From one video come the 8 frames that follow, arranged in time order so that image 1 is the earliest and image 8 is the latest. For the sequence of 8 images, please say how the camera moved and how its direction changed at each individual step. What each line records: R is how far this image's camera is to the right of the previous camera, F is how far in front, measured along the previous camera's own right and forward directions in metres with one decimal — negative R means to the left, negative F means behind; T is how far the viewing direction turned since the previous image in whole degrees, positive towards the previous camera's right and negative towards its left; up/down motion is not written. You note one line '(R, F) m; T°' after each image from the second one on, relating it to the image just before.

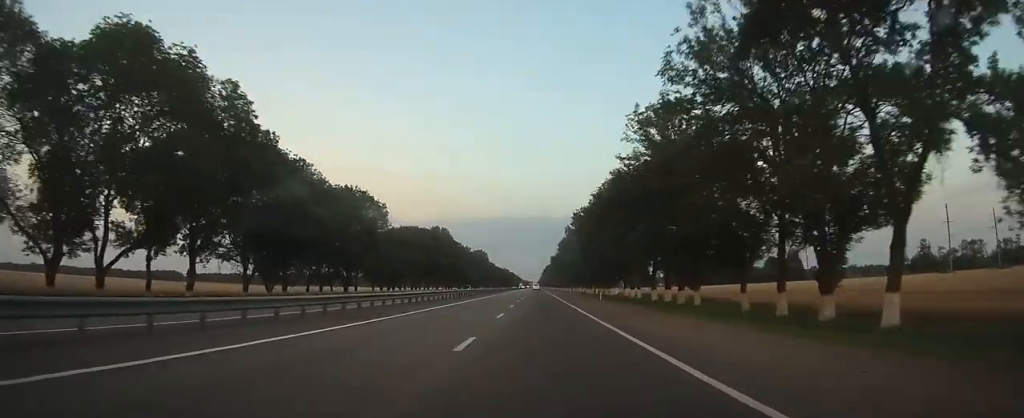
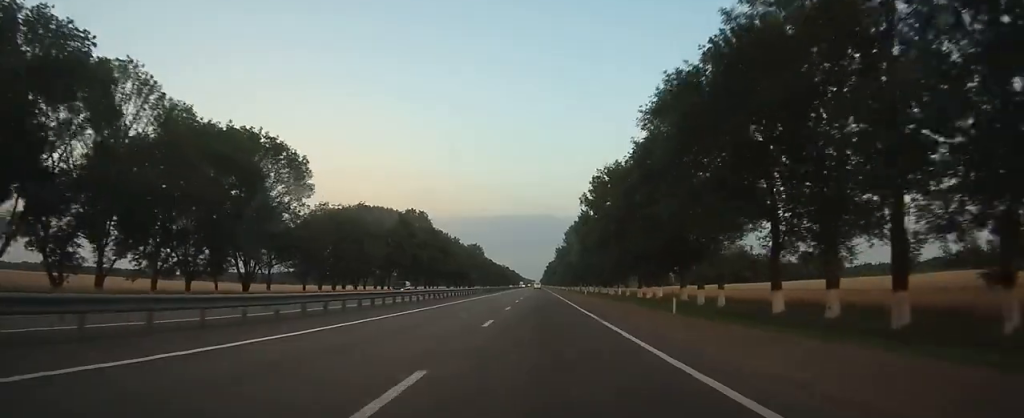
(0.0, +29.6) m; 0°
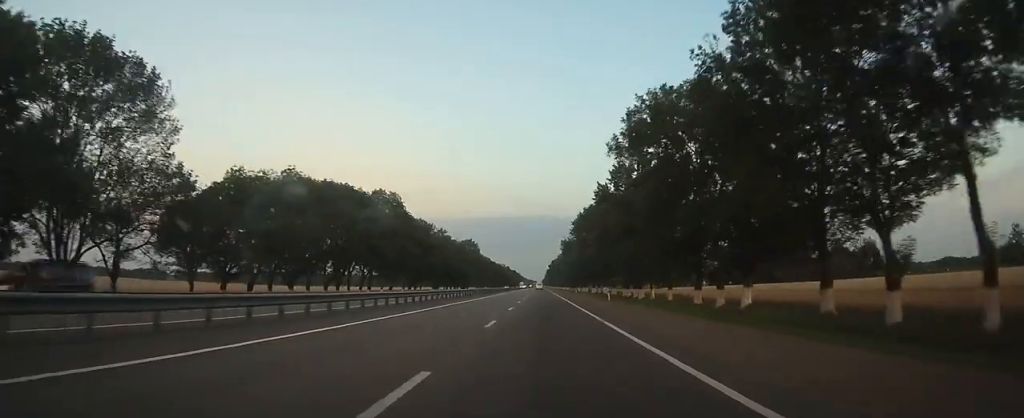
(0.0, +23.8) m; 0°
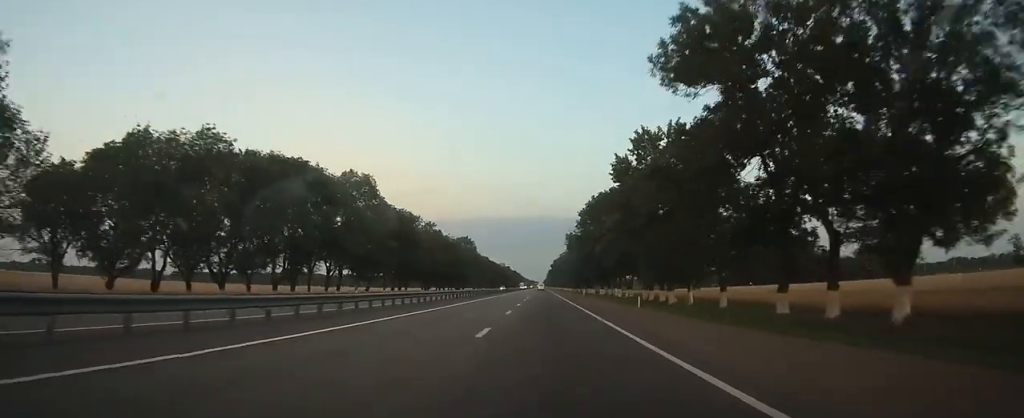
(0.0, +15.0) m; 0°
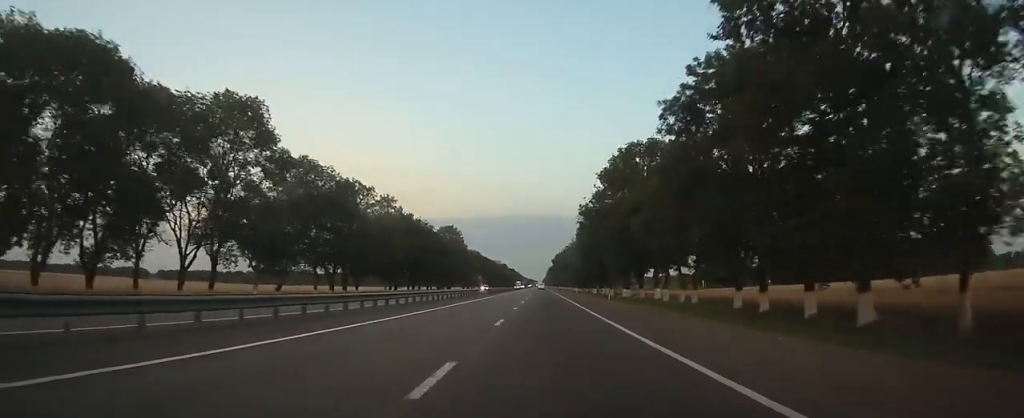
(-0.1, +31.4) m; 0°
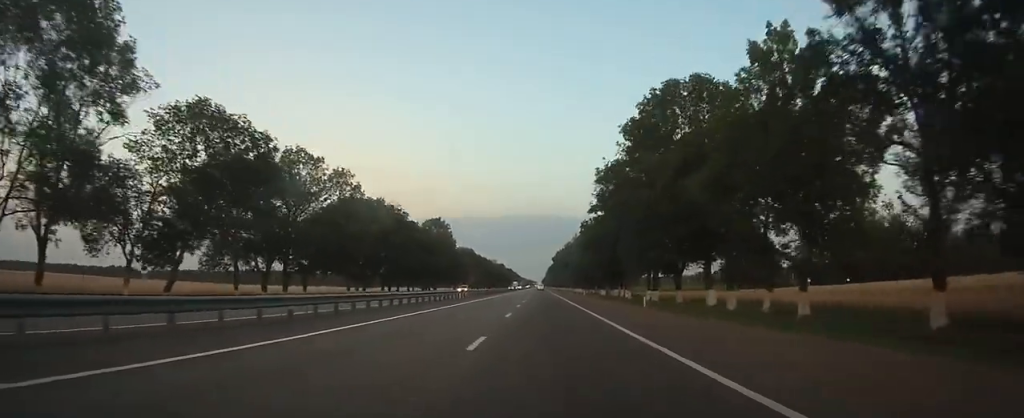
(0.0, +18.8) m; 0°
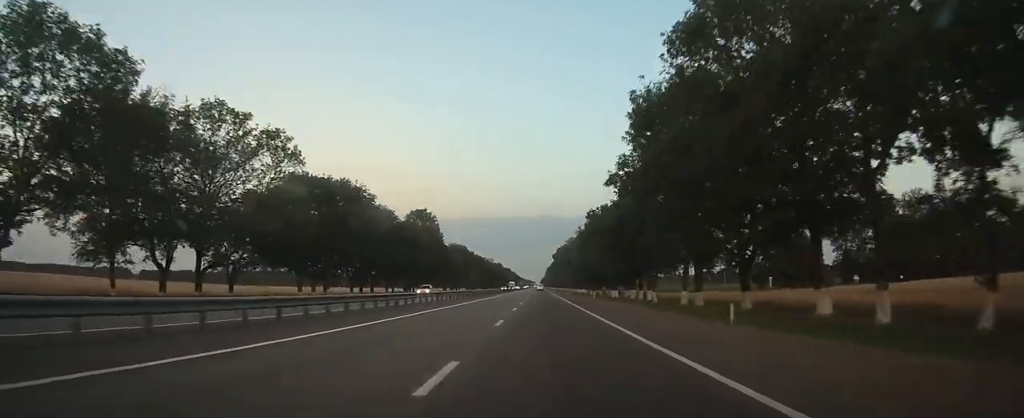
(0.0, +16.5) m; 0°
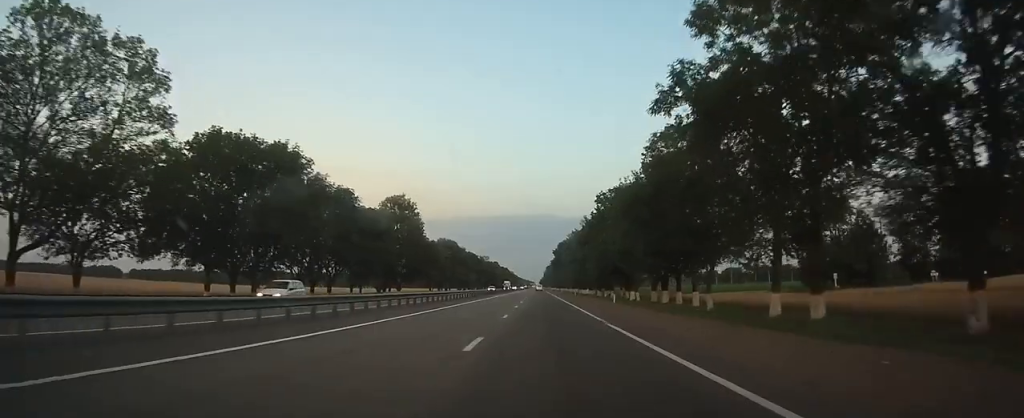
(0.0, +19.0) m; 0°
